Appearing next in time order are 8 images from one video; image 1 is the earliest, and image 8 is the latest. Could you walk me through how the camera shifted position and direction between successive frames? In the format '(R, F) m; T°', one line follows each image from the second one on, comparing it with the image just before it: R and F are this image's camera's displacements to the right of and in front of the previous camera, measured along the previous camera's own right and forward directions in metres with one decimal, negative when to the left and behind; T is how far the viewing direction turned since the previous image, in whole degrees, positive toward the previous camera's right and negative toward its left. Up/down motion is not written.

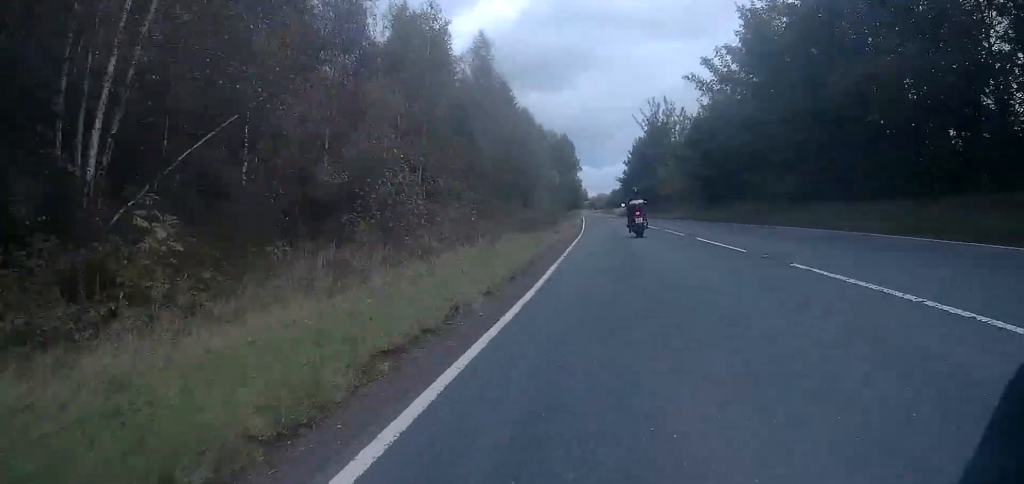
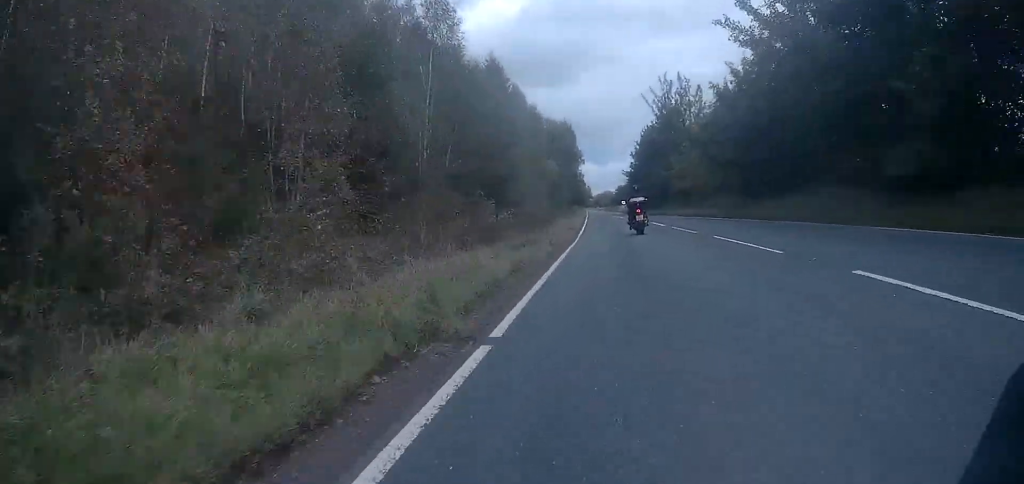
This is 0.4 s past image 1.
(0.0, +11.1) m; 0°
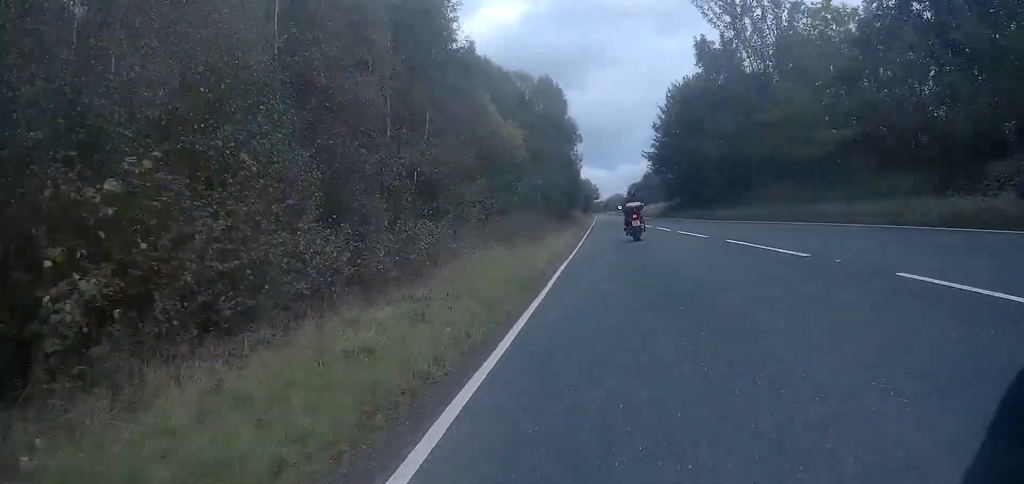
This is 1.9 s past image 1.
(-0.3, +36.5) m; -1°
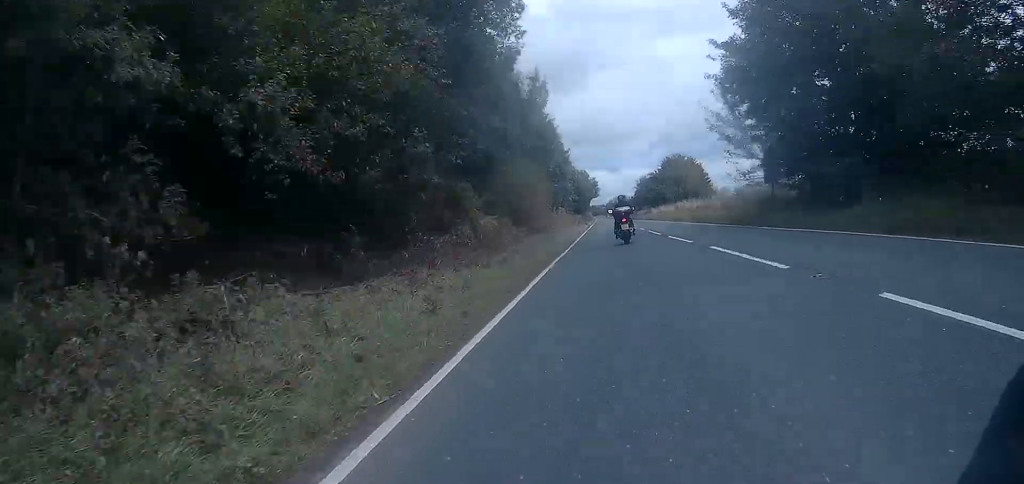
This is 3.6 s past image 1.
(-0.6, +43.0) m; -2°
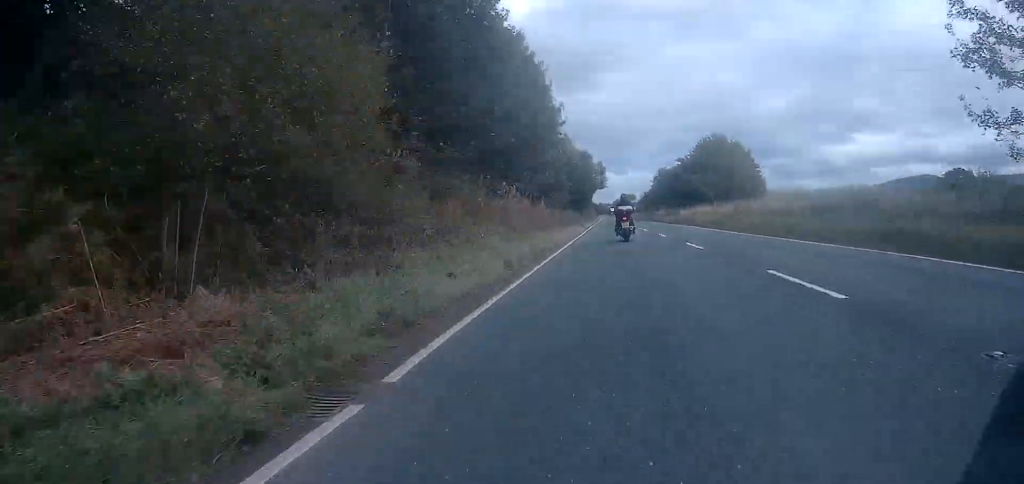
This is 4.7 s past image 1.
(-0.2, +29.9) m; 0°
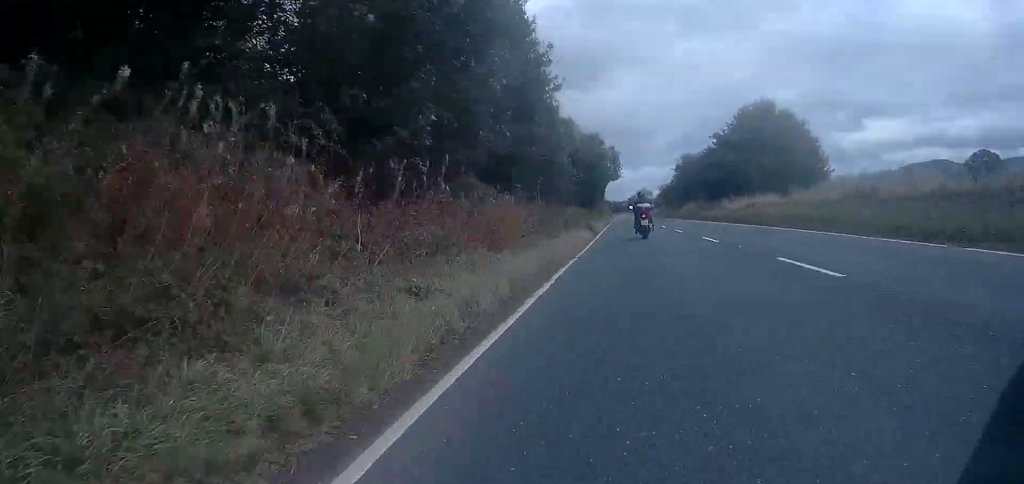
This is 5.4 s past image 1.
(0.0, +17.2) m; 0°
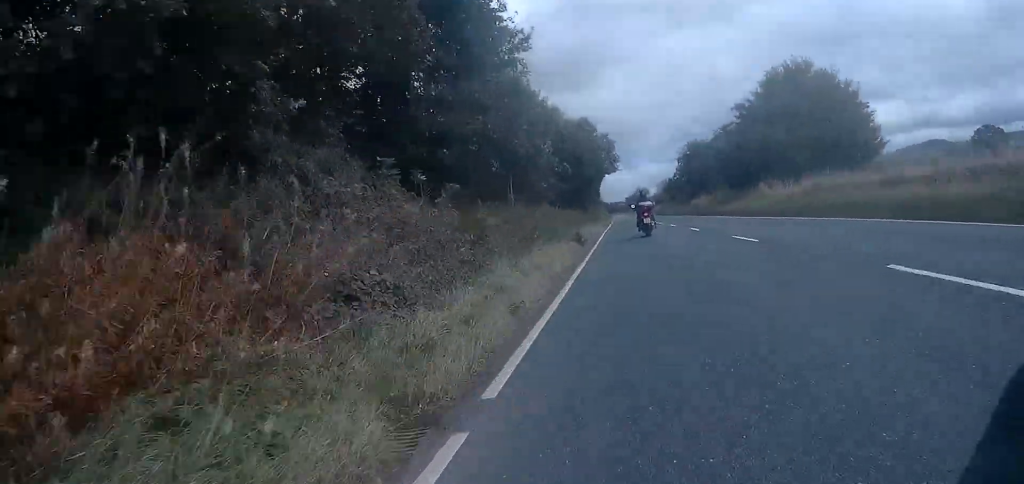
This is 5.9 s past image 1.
(+0.1, +12.9) m; 0°
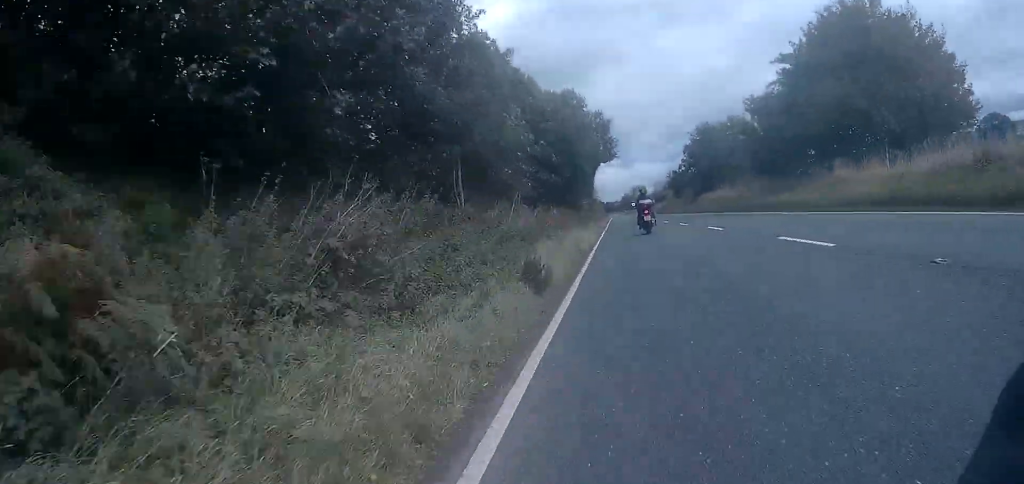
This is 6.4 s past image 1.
(0.0, +12.9) m; 0°
